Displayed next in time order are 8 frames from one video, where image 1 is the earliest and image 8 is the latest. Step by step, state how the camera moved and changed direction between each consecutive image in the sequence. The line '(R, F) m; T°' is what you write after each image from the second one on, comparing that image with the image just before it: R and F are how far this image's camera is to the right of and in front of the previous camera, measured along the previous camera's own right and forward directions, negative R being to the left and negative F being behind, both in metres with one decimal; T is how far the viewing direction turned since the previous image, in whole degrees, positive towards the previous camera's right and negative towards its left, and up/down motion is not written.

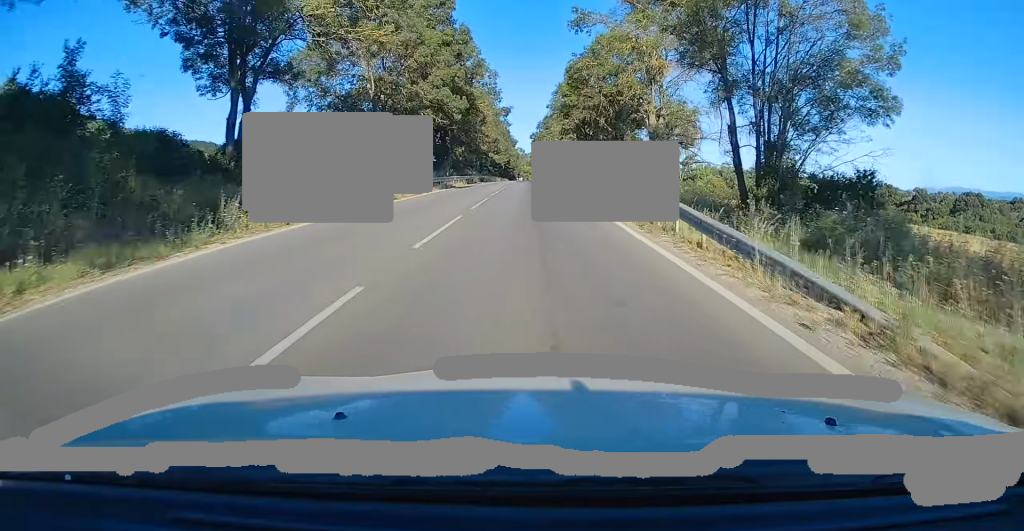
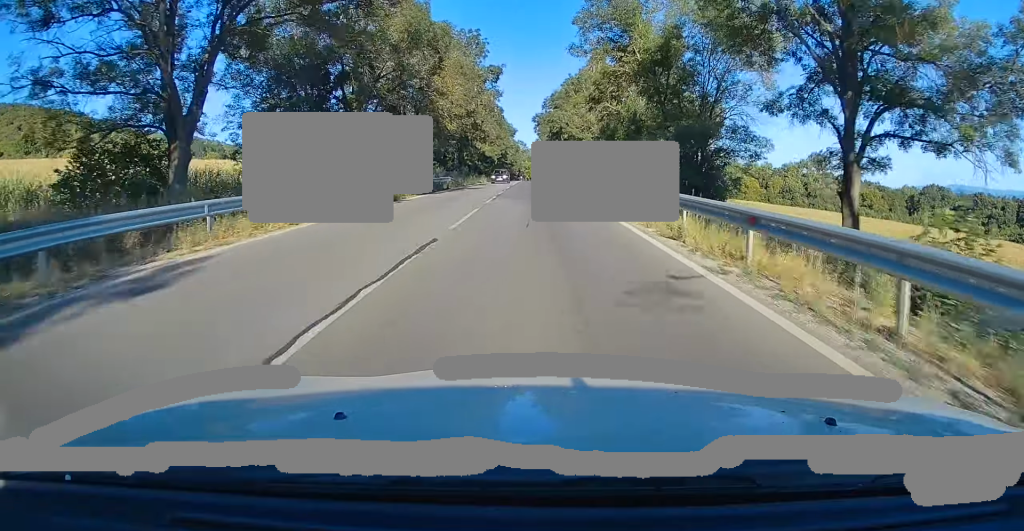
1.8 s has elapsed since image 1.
(-0.3, +41.9) m; -1°
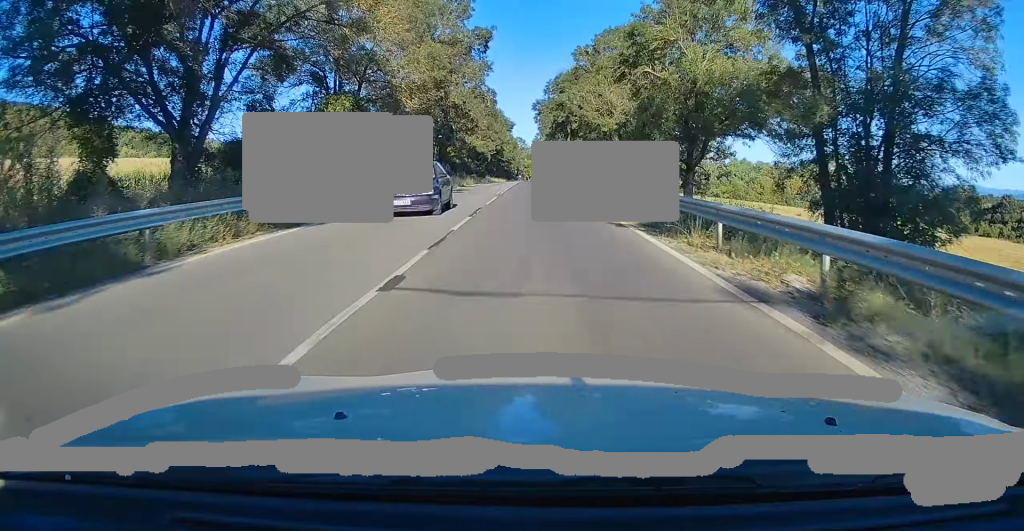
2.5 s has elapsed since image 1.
(-0.3, +18.3) m; 0°
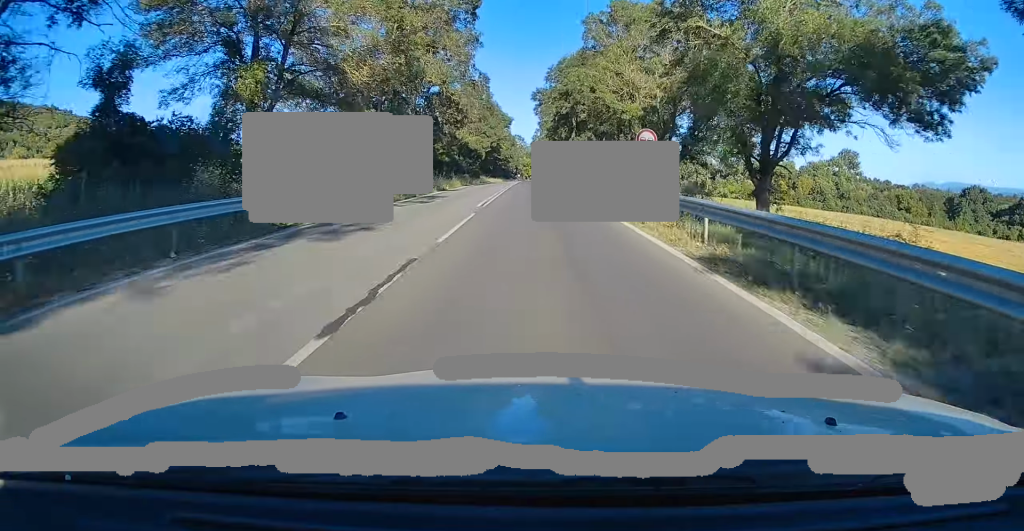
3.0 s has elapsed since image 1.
(+0.2, +11.2) m; 0°
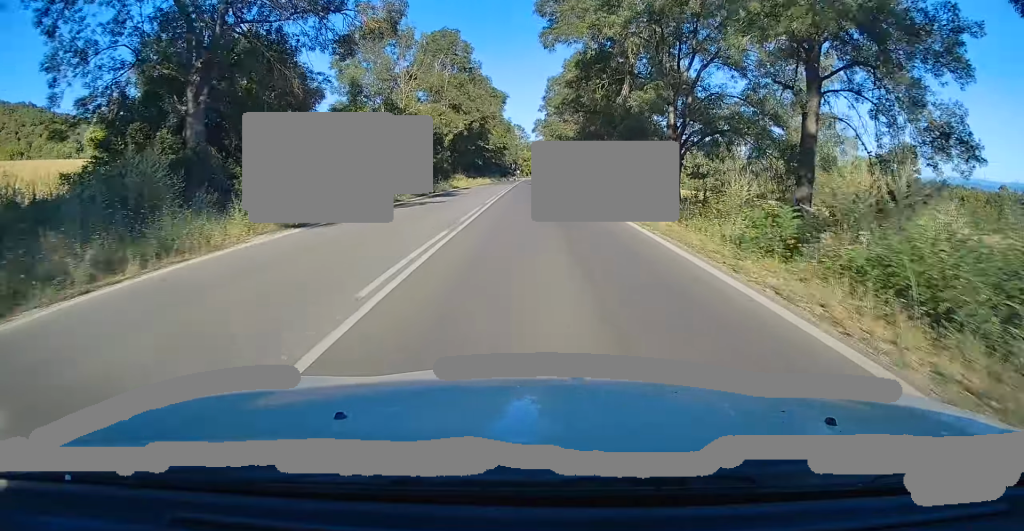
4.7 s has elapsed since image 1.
(+0.1, +40.0) m; -1°
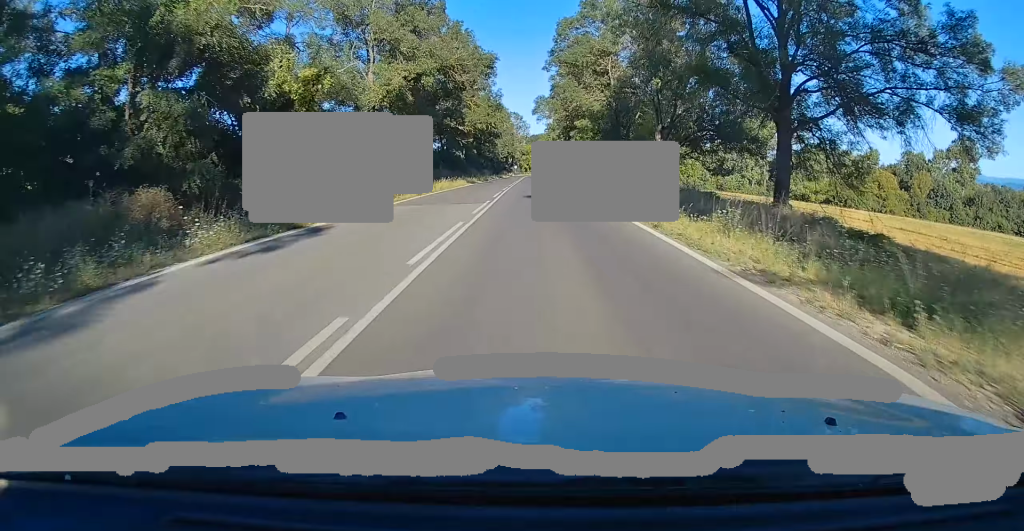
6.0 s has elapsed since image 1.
(0.0, +33.0) m; +1°
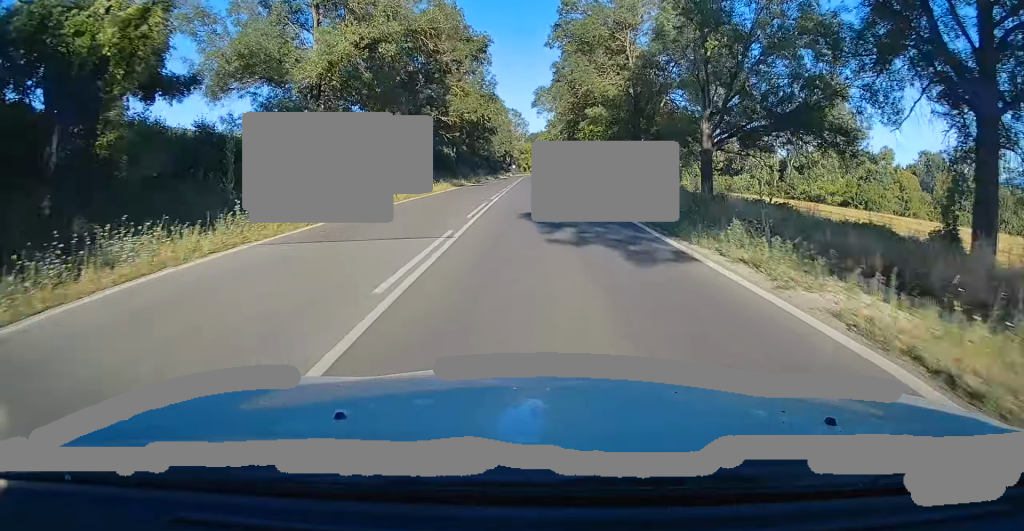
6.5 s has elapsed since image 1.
(+0.1, +10.5) m; 0°
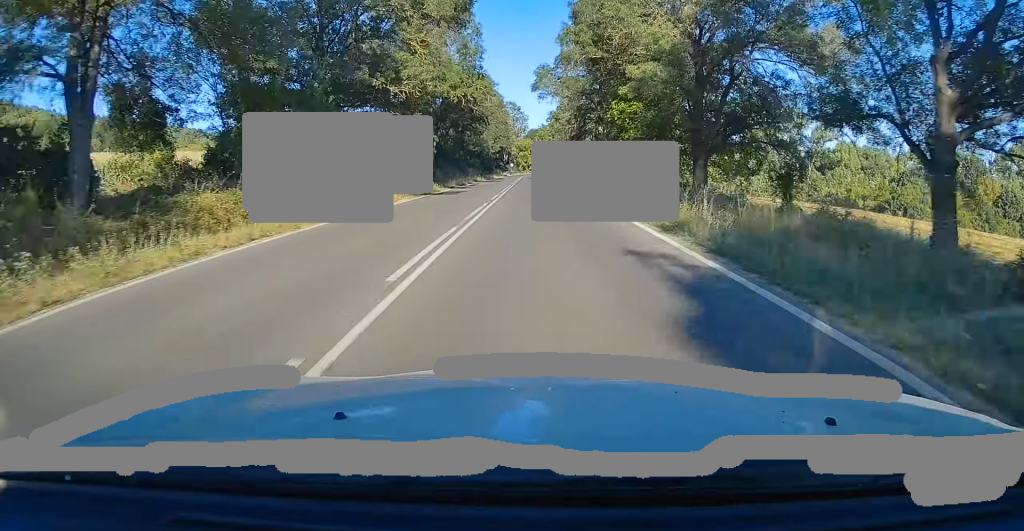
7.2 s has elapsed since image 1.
(-0.1, +16.9) m; 0°
